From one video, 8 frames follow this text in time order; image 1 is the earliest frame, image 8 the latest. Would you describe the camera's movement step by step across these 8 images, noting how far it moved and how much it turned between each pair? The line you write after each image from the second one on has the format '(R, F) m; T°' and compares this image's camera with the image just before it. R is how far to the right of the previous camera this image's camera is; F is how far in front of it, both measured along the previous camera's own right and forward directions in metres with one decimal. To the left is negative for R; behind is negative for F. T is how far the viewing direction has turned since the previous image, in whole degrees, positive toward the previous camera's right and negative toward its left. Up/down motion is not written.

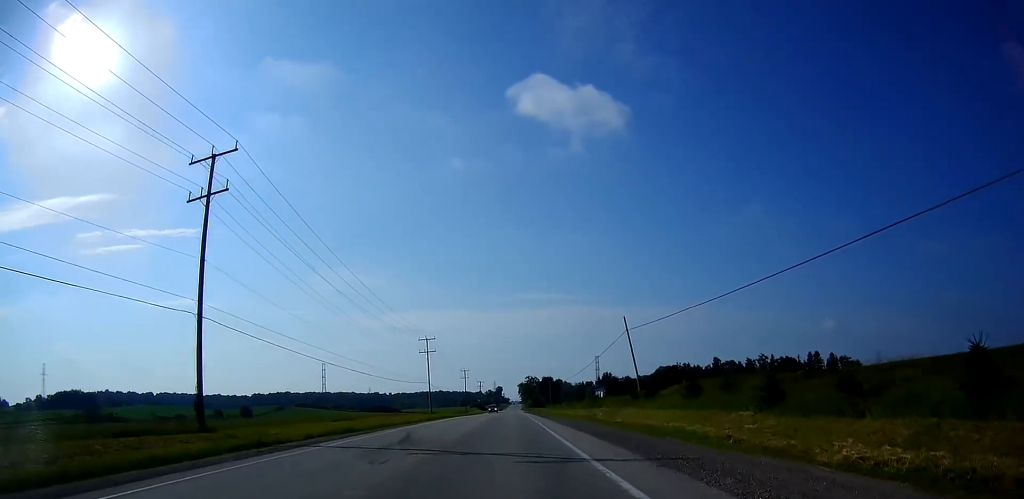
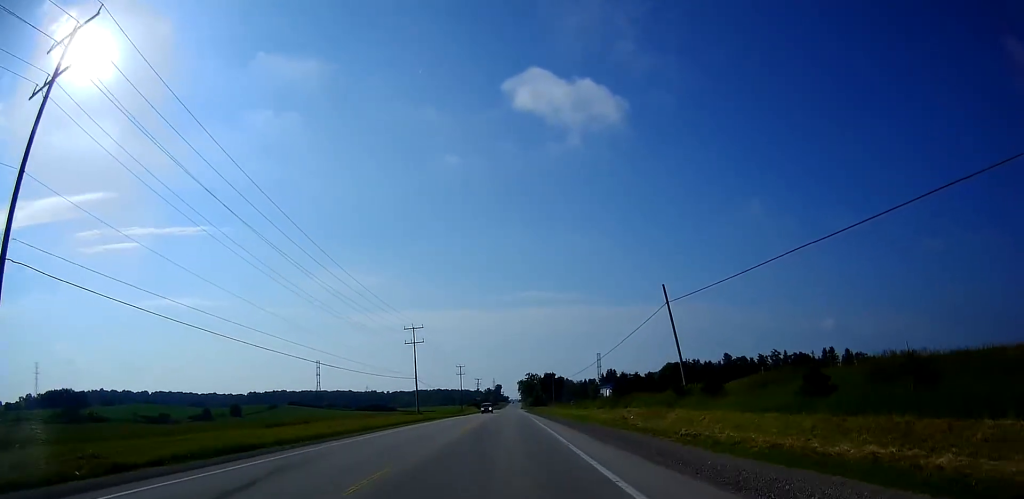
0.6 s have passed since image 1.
(-0.1, +13.5) m; 0°
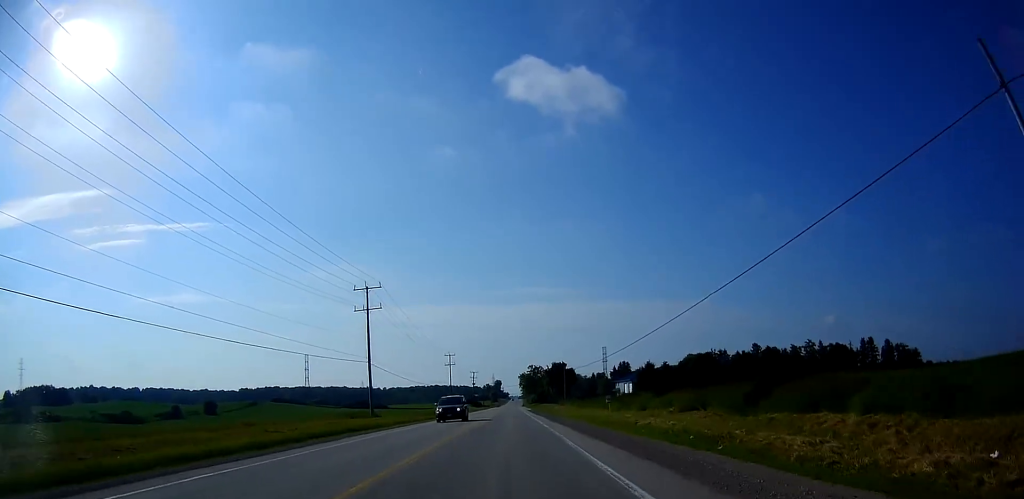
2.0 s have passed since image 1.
(-0.3, +29.7) m; +1°
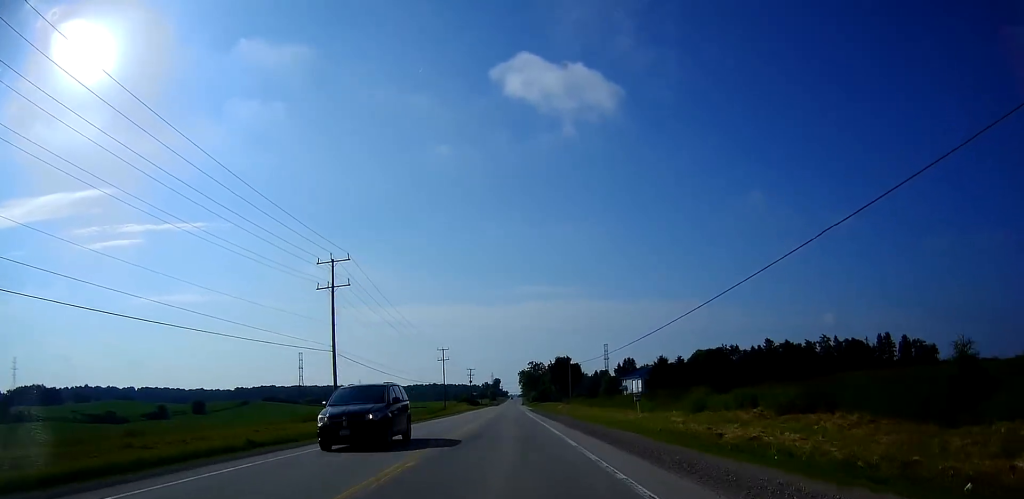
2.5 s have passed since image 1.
(+0.1, +11.9) m; +1°
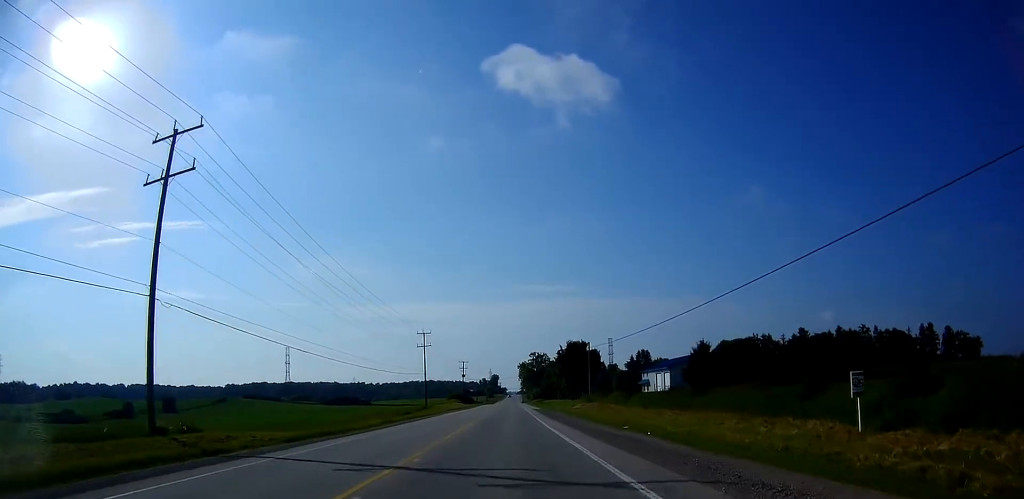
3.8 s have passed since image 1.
(+0.3, +26.3) m; 0°
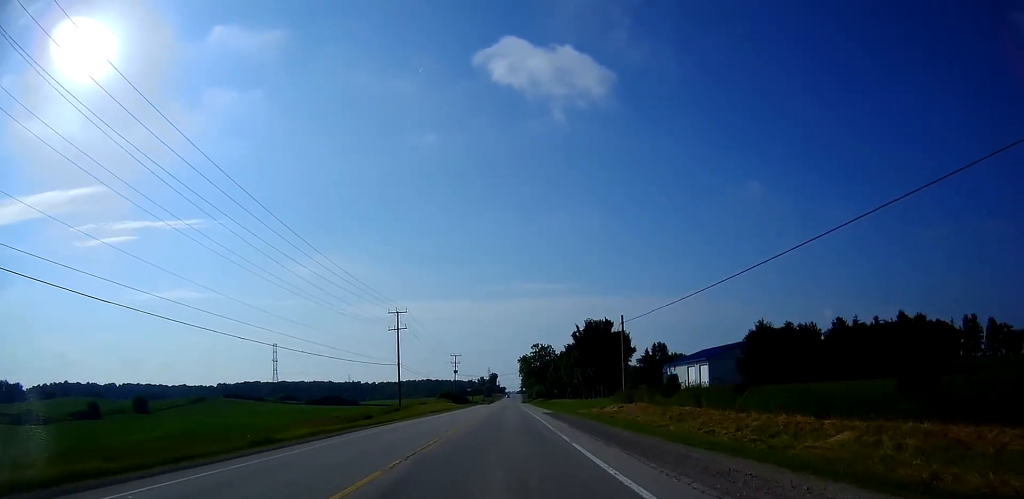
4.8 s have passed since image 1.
(-0.2, +23.0) m; -1°
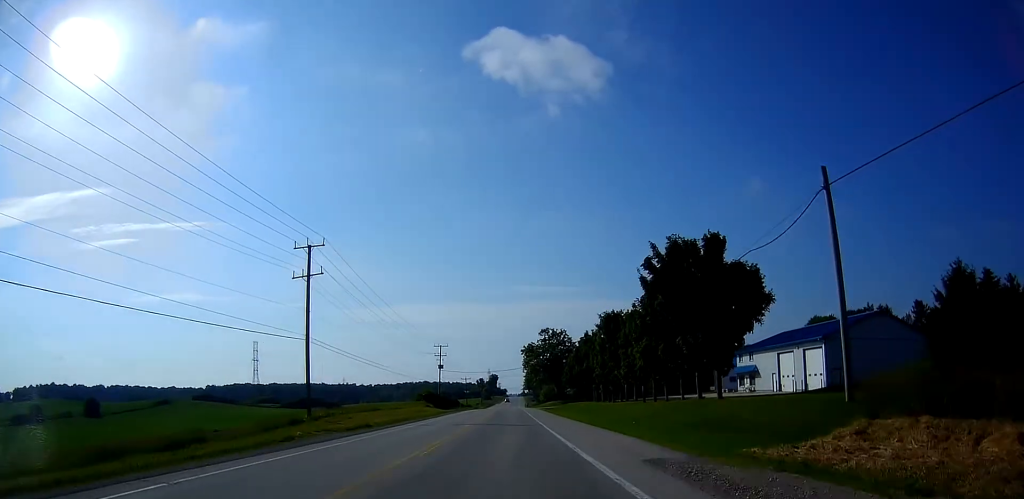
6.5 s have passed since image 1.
(0.0, +35.7) m; 0°
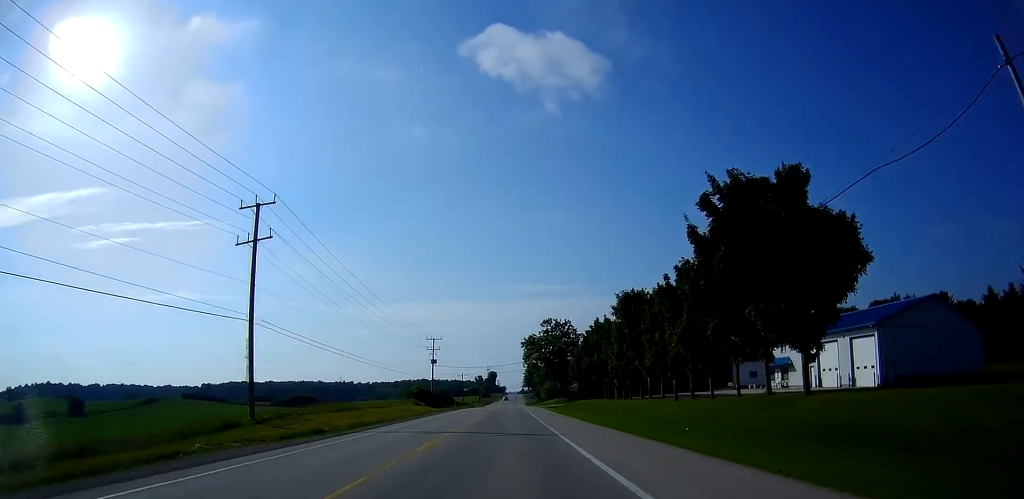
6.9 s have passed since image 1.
(0.0, +9.7) m; 0°
